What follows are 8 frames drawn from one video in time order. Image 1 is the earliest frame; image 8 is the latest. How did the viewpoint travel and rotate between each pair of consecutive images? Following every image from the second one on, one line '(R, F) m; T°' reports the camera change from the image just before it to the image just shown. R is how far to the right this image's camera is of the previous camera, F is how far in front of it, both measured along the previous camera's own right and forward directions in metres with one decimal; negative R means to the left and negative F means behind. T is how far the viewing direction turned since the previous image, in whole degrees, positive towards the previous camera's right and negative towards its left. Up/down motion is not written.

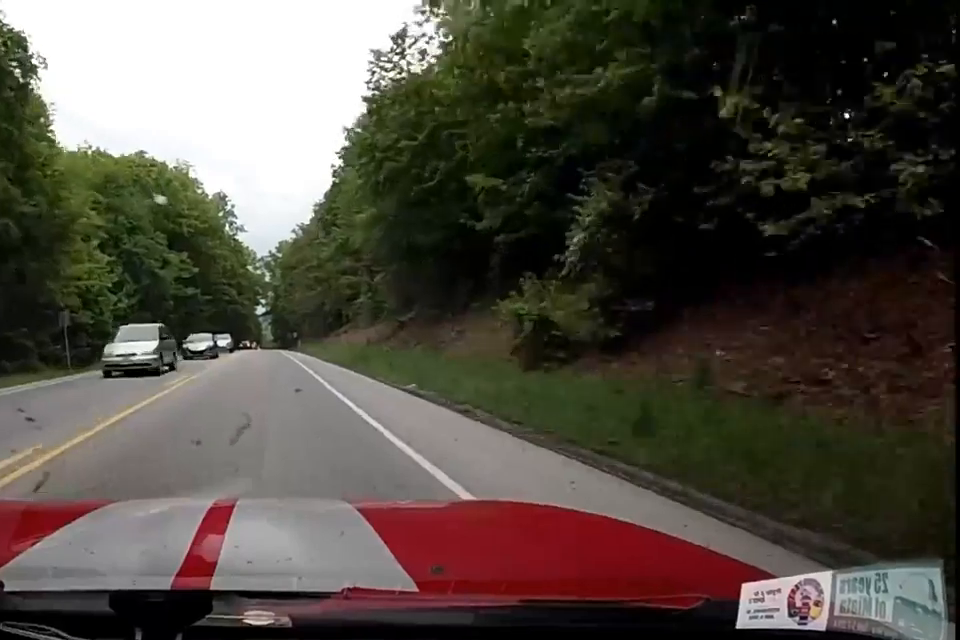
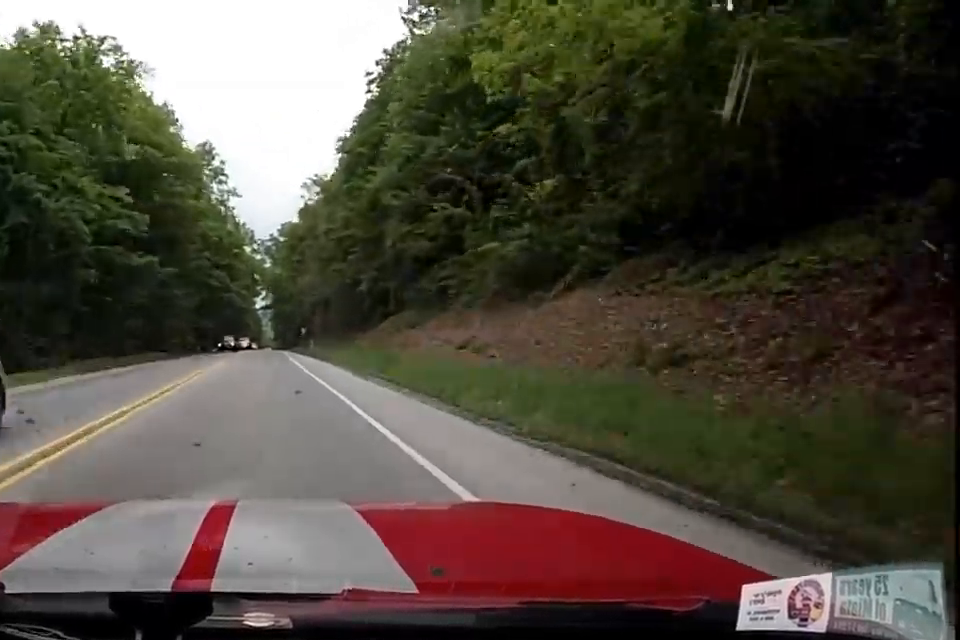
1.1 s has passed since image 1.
(0.0, +26.6) m; 0°
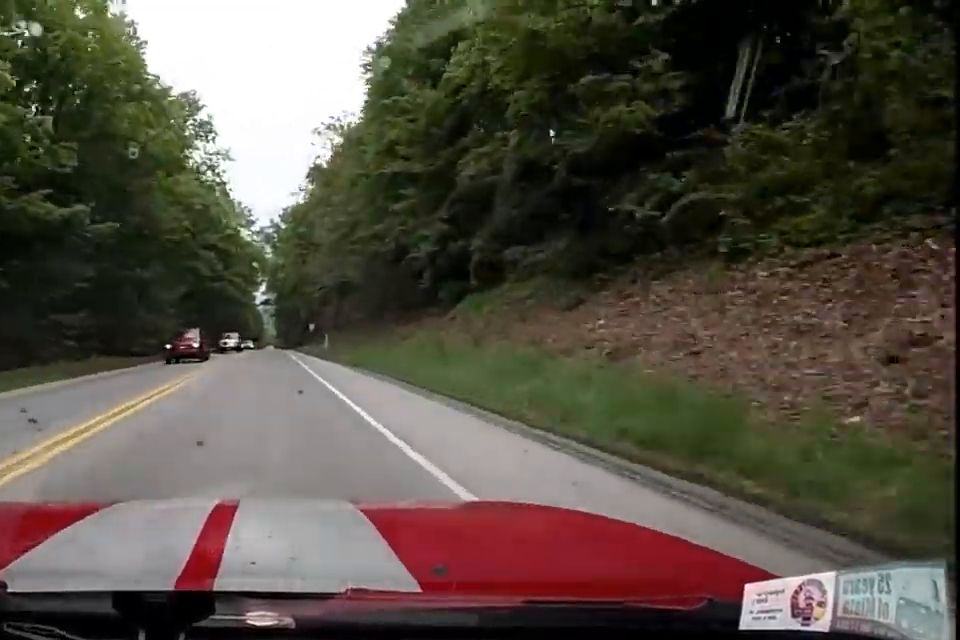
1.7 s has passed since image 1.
(0.0, +16.8) m; 0°
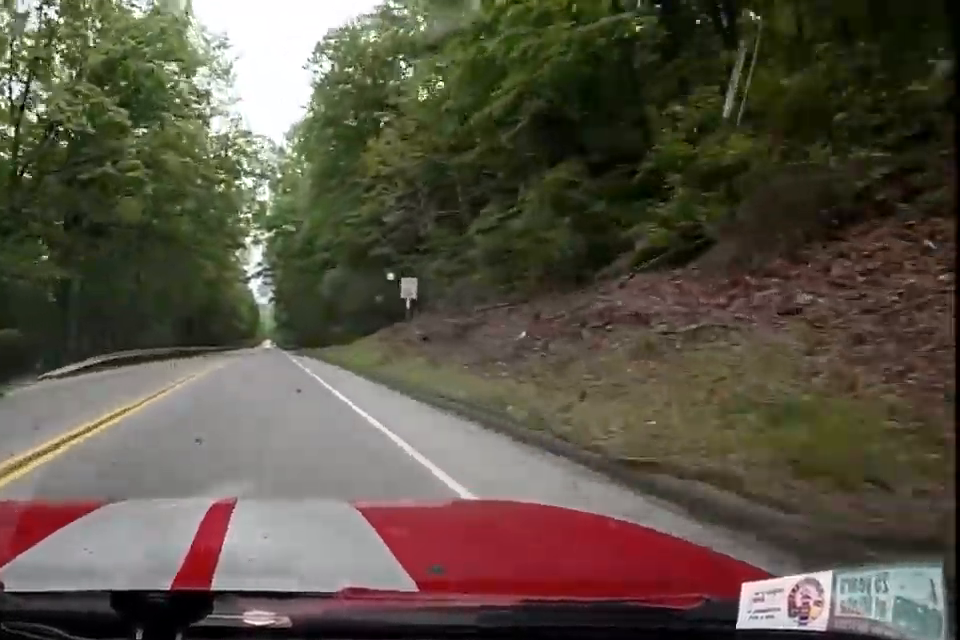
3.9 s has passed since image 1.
(0.0, +55.9) m; 0°
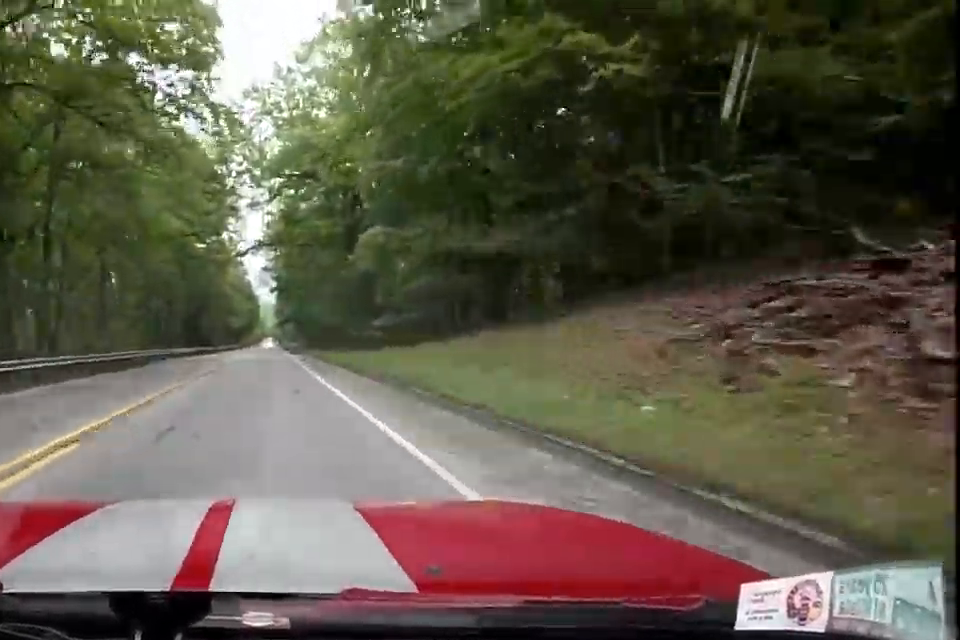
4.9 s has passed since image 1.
(-0.1, +25.7) m; -1°
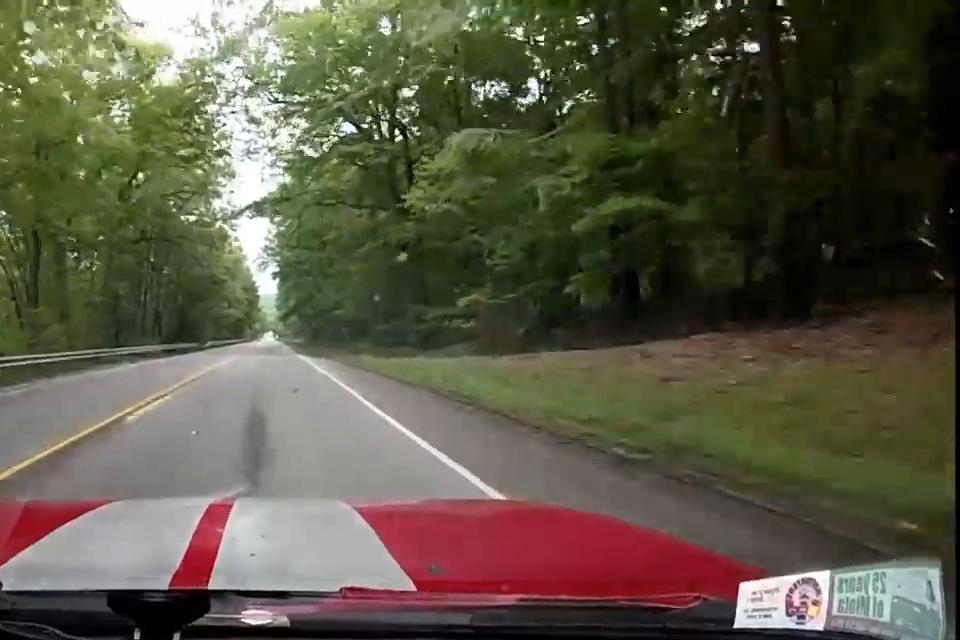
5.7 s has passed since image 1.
(-0.2, +19.3) m; -1°
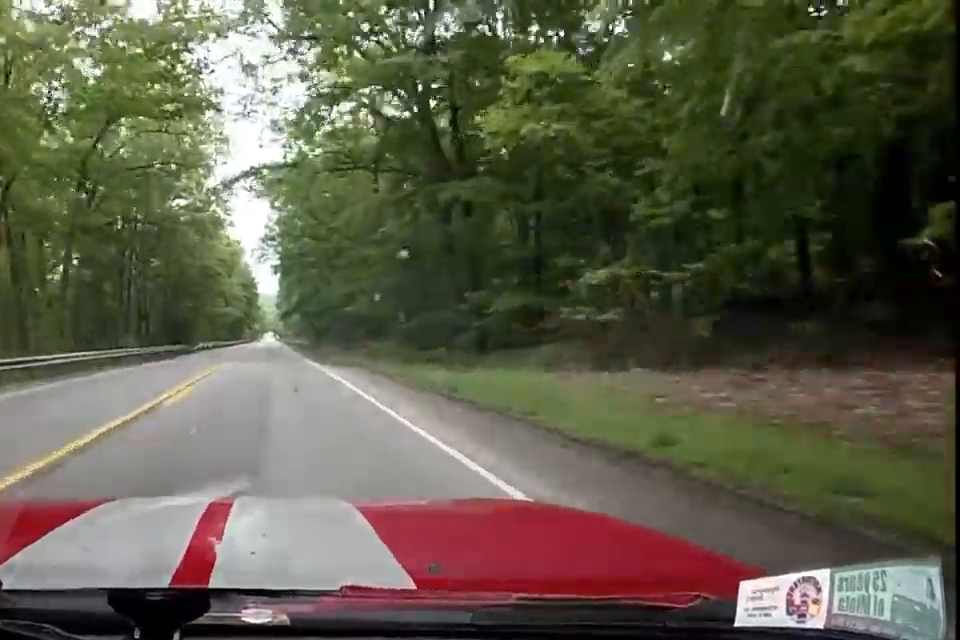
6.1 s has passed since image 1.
(0.0, +10.7) m; 0°
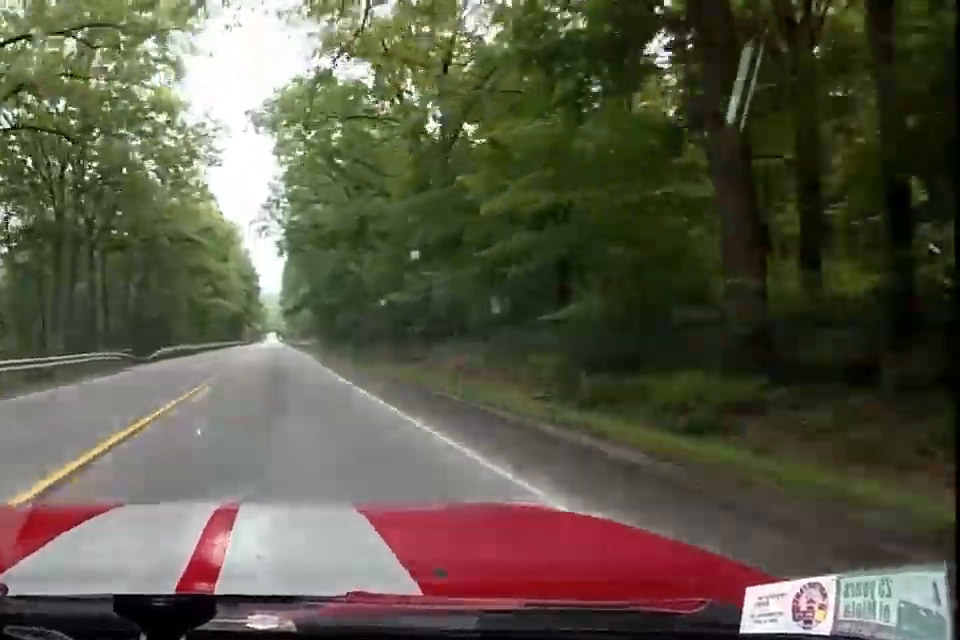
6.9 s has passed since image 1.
(0.0, +23.3) m; 0°
